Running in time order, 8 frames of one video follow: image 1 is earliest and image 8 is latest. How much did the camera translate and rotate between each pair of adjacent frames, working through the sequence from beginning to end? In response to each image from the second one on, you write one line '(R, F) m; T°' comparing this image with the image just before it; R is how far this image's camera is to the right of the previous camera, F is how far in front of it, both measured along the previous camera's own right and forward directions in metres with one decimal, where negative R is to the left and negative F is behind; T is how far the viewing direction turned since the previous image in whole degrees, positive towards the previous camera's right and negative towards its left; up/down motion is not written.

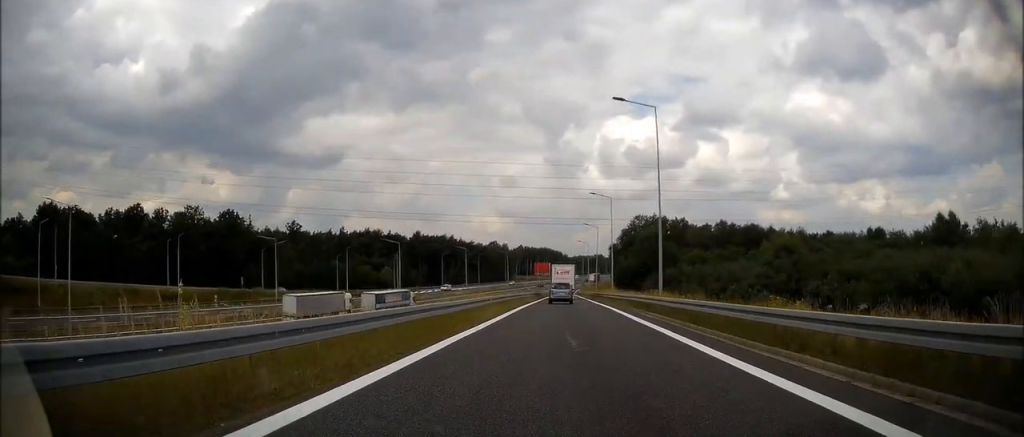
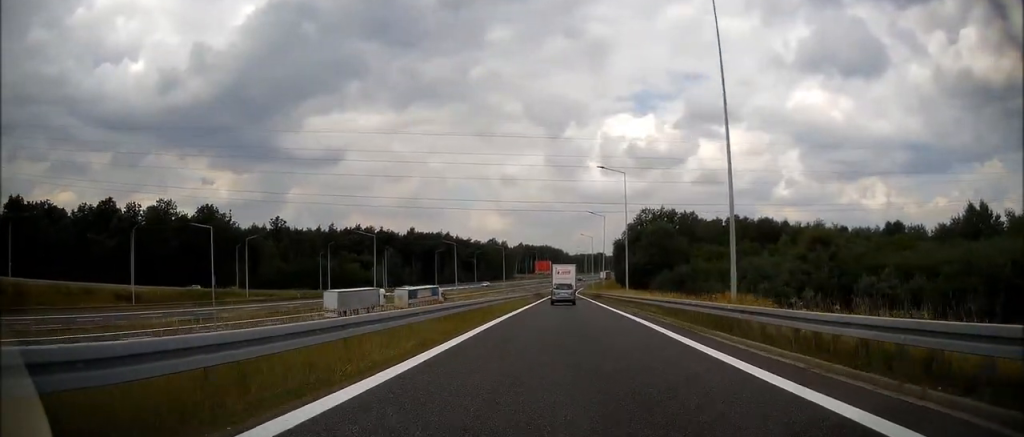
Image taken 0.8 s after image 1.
(0.0, +13.4) m; 0°
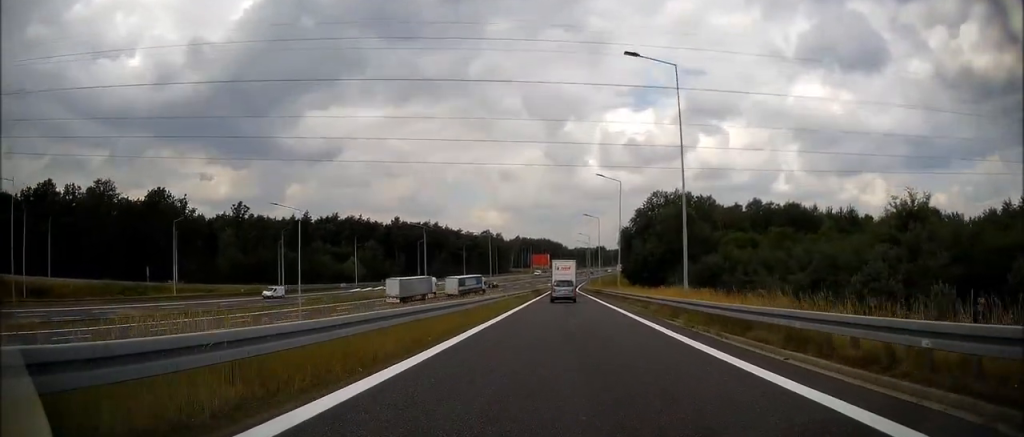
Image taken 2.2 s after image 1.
(+0.5, +24.0) m; +1°
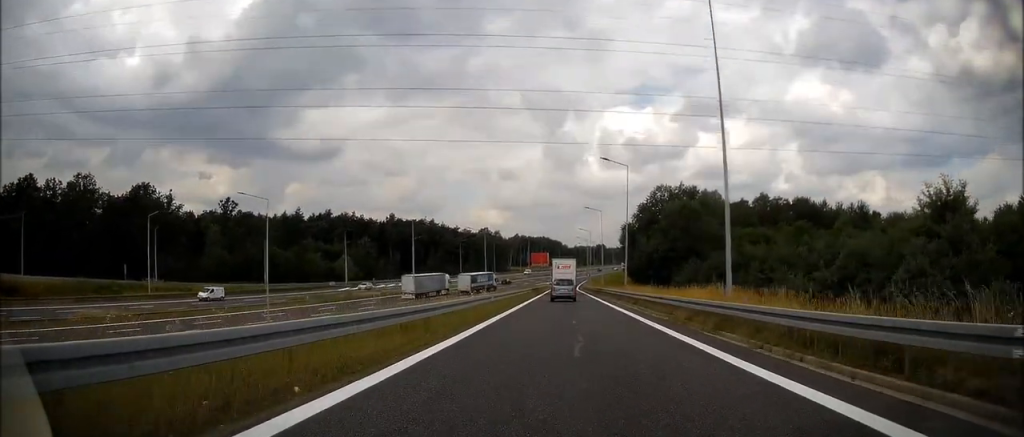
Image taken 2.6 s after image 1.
(+0.2, +6.7) m; 0°
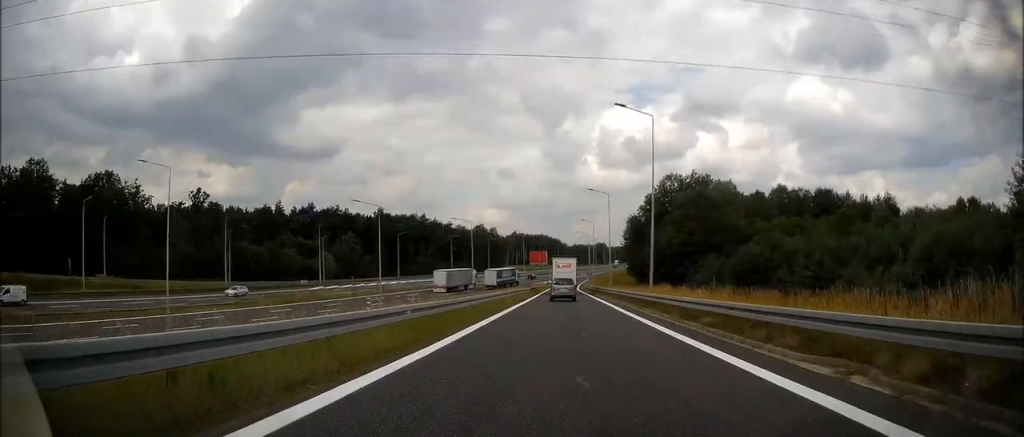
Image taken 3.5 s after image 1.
(-0.3, +14.6) m; 0°
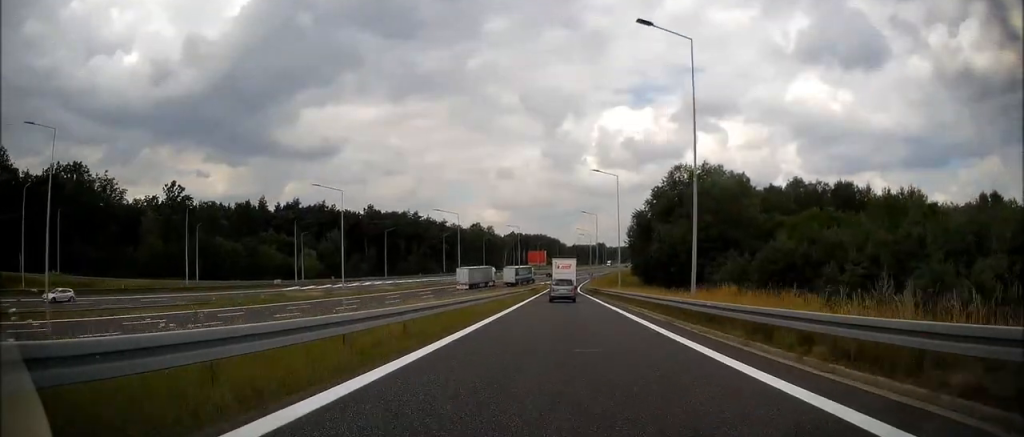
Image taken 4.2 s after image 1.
(+0.1, +11.3) m; 0°
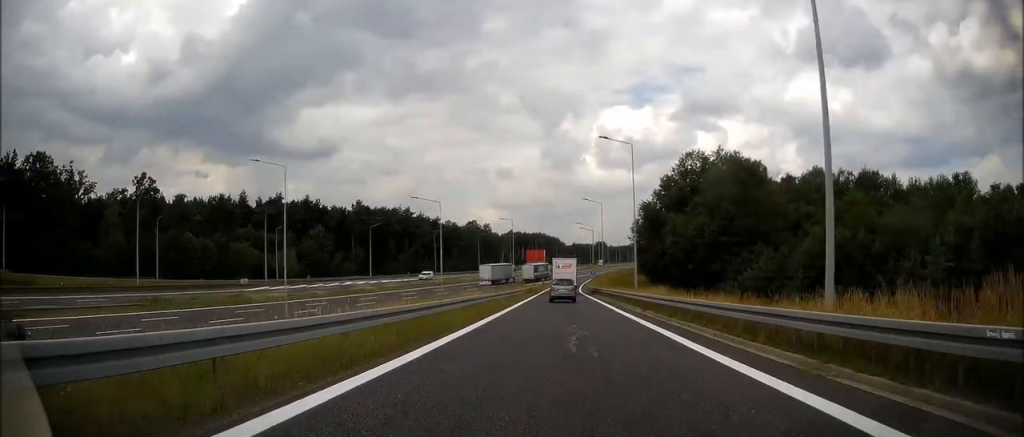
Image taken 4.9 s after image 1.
(+0.2, +11.9) m; 0°
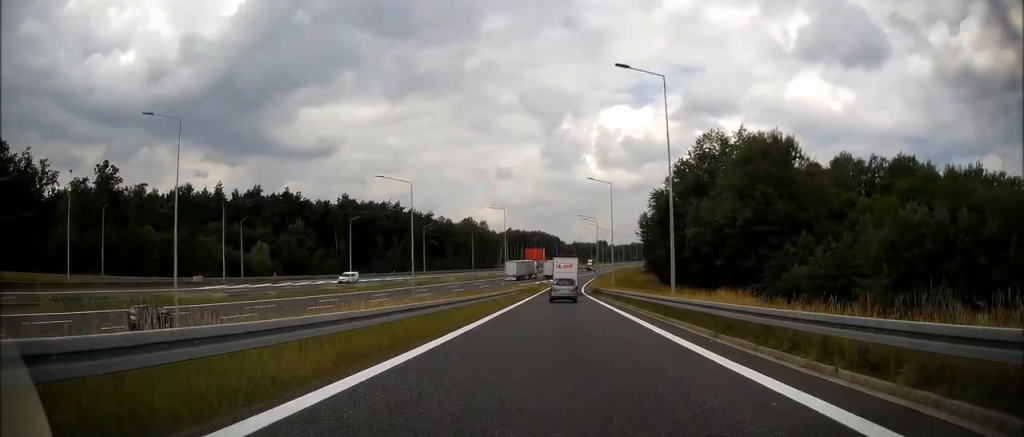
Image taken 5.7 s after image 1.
(-0.3, +13.7) m; -1°
